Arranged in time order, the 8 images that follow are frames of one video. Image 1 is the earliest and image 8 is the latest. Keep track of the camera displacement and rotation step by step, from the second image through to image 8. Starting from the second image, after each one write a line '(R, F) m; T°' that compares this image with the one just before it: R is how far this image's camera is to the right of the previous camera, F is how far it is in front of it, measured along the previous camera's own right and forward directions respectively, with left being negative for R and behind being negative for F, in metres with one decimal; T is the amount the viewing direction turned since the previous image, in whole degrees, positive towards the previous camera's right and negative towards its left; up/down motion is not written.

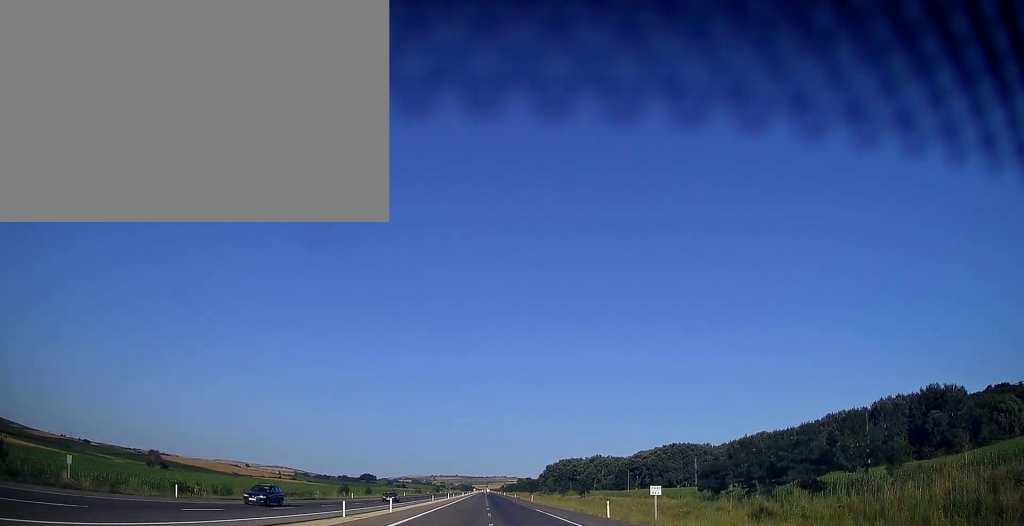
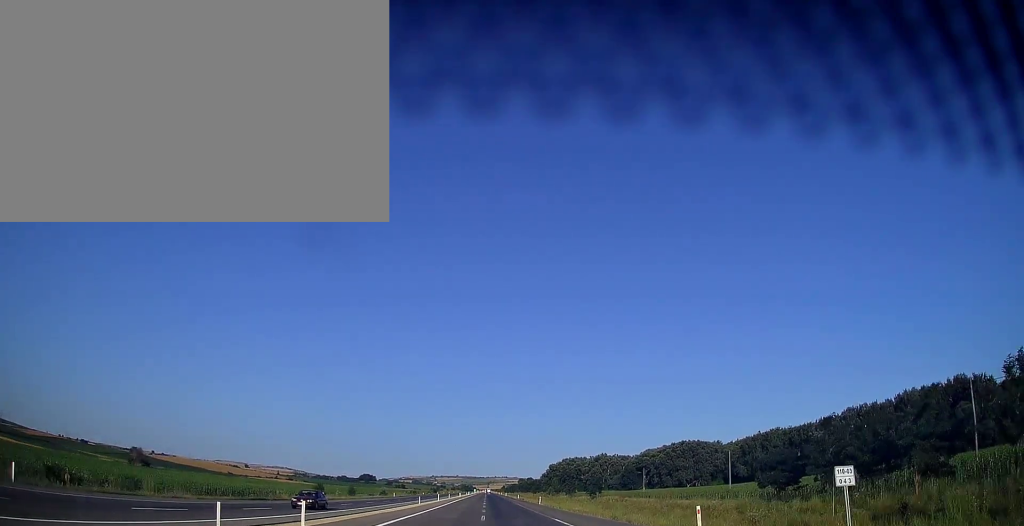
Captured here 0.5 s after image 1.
(+0.2, +15.6) m; 0°
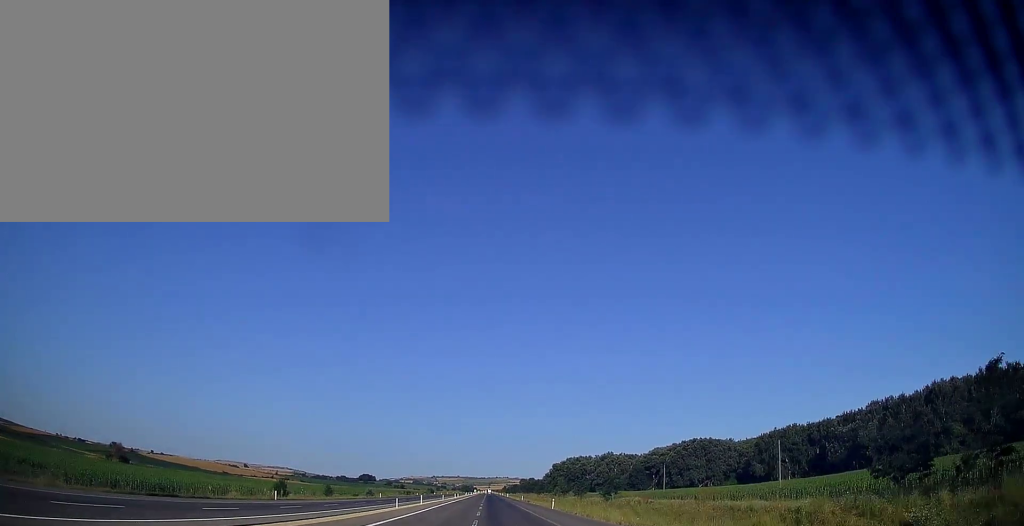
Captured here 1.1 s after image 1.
(-0.2, +15.6) m; 0°
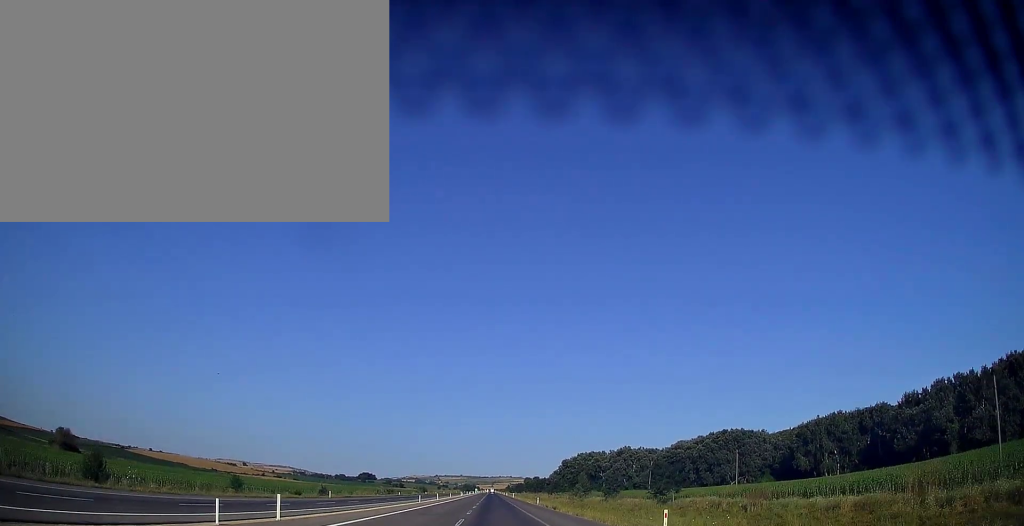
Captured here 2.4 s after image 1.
(-0.1, +38.1) m; 0°
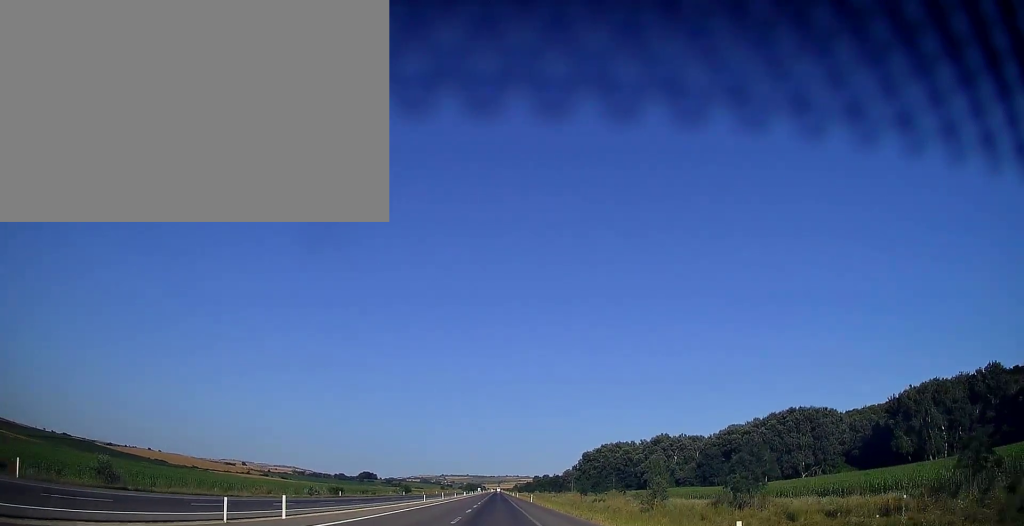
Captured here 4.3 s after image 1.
(-0.3, +56.8) m; -1°
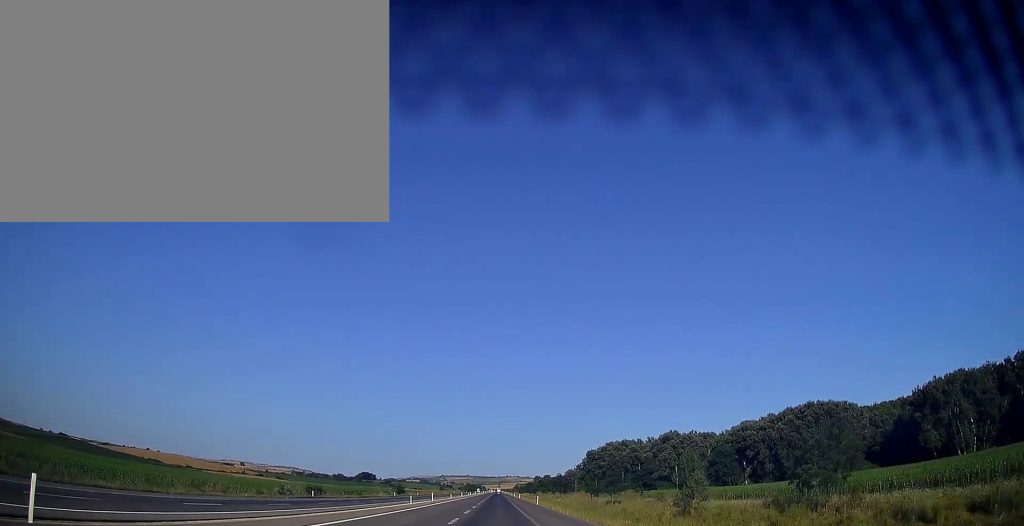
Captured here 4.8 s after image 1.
(0.0, +13.7) m; 0°
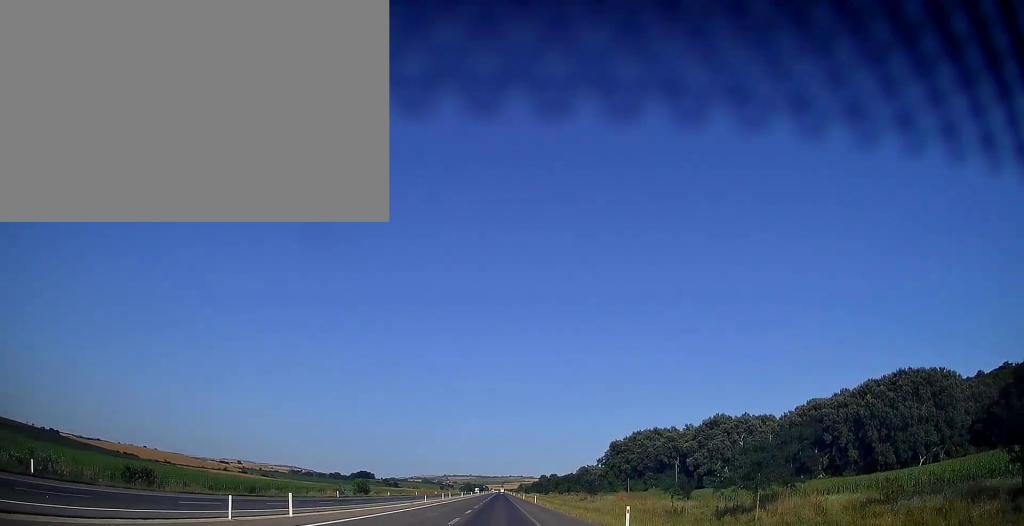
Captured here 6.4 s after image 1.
(-0.2, +48.0) m; 0°
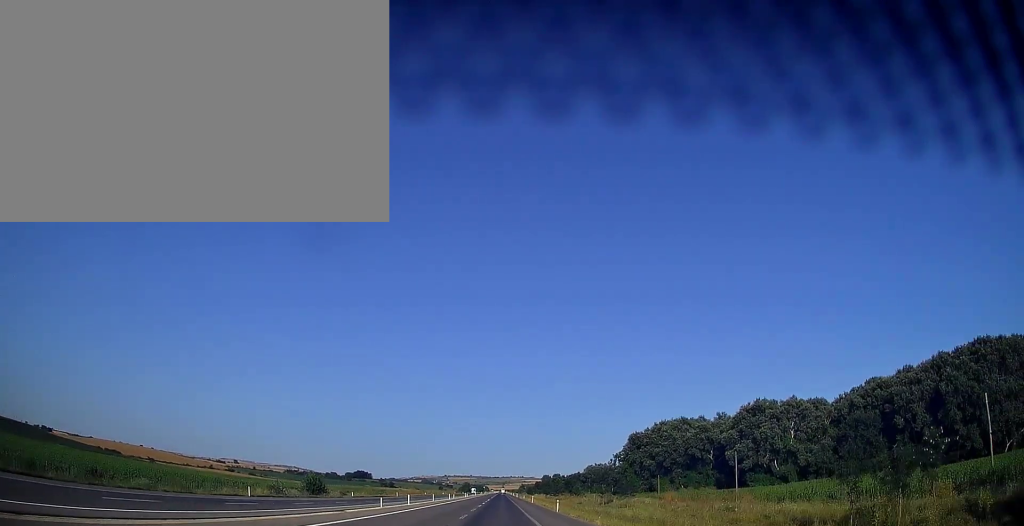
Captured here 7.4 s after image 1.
(+0.1, +29.3) m; 0°
